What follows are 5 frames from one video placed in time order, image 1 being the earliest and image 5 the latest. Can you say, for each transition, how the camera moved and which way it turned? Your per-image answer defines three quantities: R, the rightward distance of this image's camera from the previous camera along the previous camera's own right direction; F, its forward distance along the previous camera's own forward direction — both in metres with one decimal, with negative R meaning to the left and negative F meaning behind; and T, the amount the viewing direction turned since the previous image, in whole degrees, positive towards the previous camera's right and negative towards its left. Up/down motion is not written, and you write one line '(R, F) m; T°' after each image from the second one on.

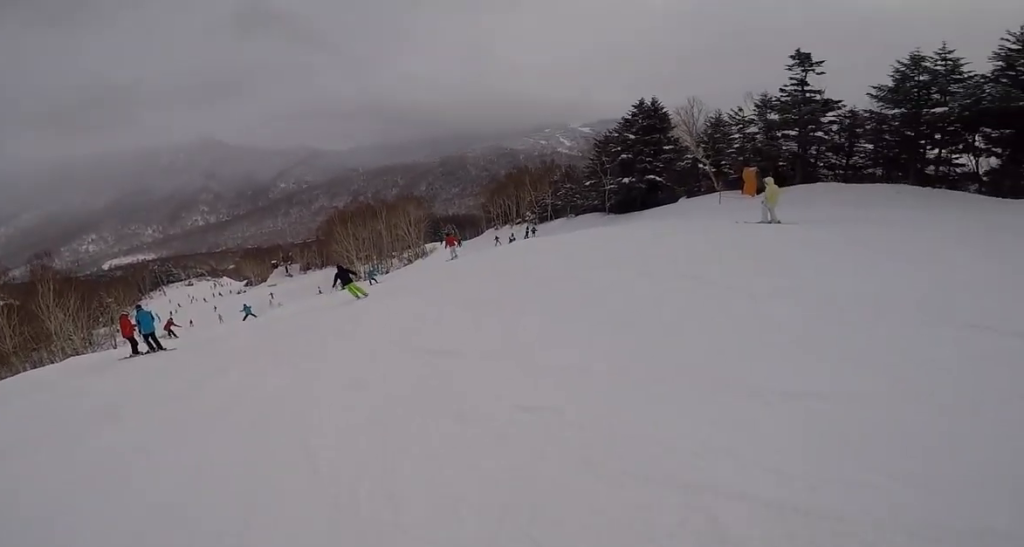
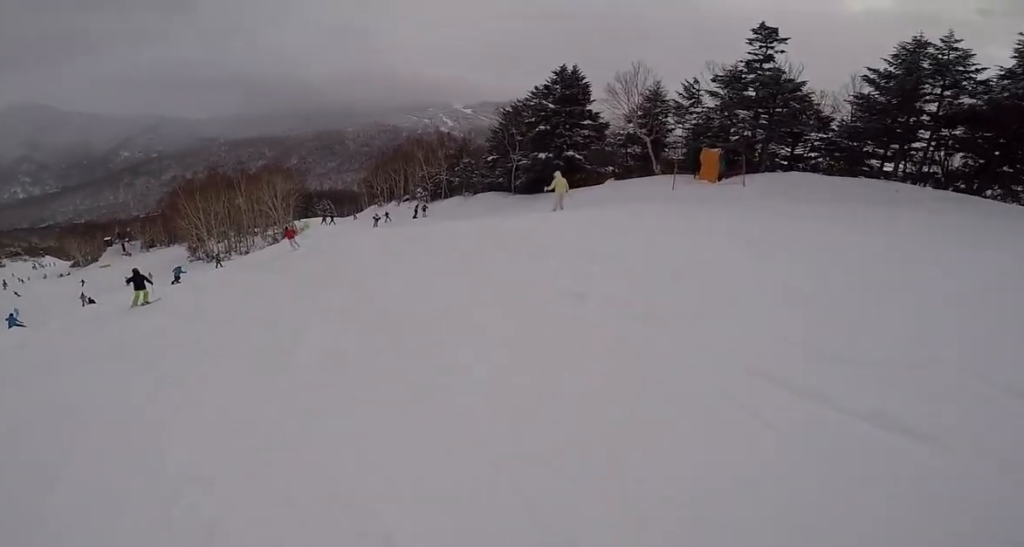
(+2.3, +5.2) m; +24°
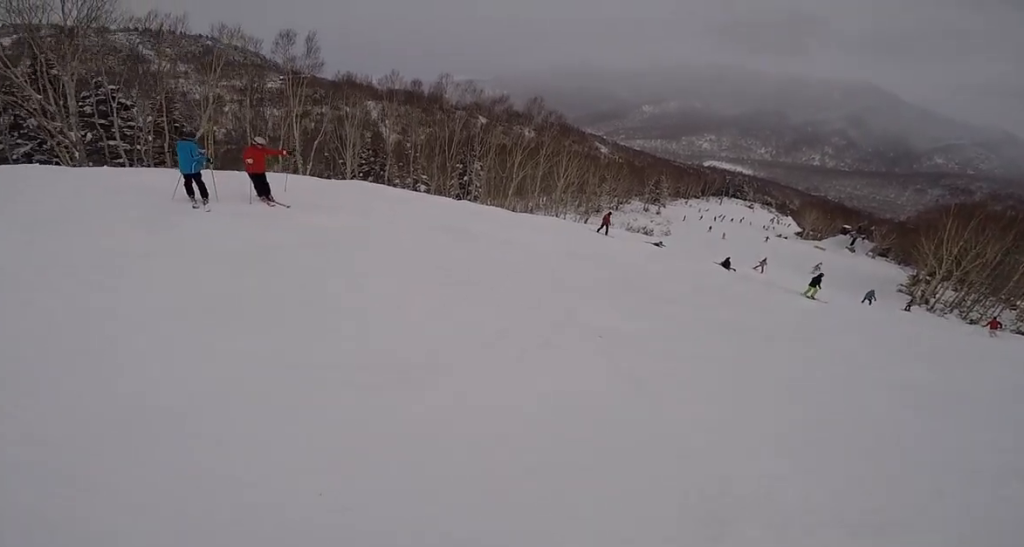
(-4.5, +7.4) m; -60°
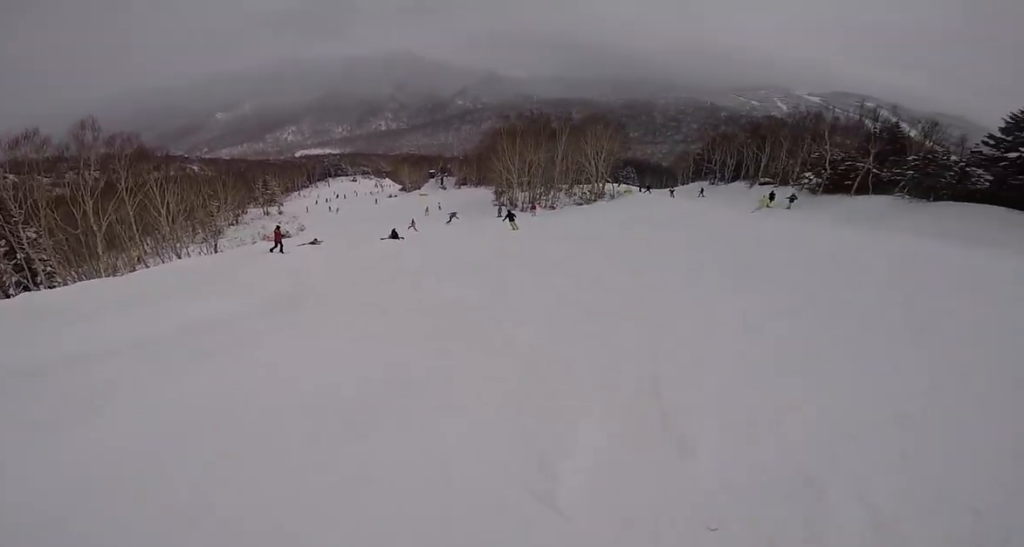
(+1.0, +3.6) m; +35°
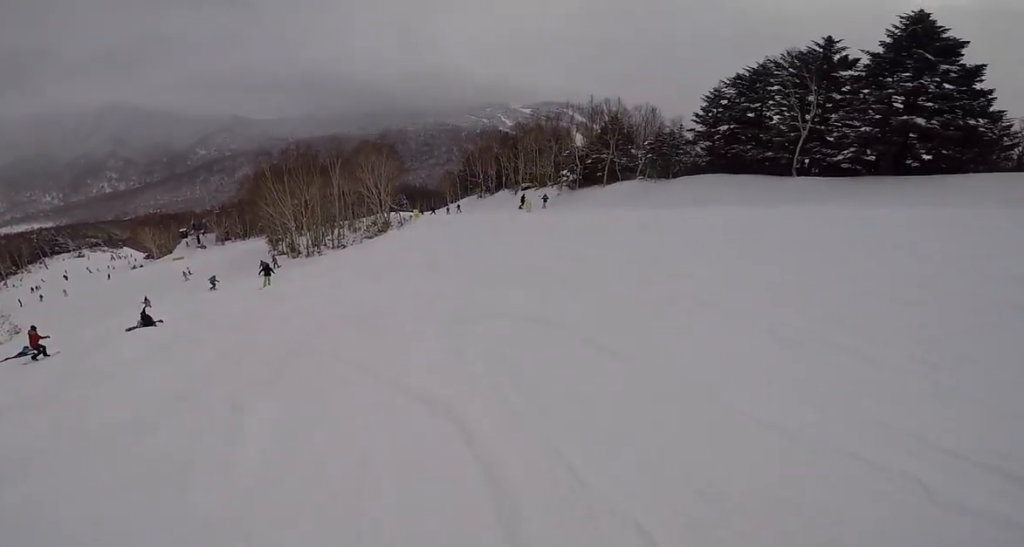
(+1.1, +3.8) m; +27°
